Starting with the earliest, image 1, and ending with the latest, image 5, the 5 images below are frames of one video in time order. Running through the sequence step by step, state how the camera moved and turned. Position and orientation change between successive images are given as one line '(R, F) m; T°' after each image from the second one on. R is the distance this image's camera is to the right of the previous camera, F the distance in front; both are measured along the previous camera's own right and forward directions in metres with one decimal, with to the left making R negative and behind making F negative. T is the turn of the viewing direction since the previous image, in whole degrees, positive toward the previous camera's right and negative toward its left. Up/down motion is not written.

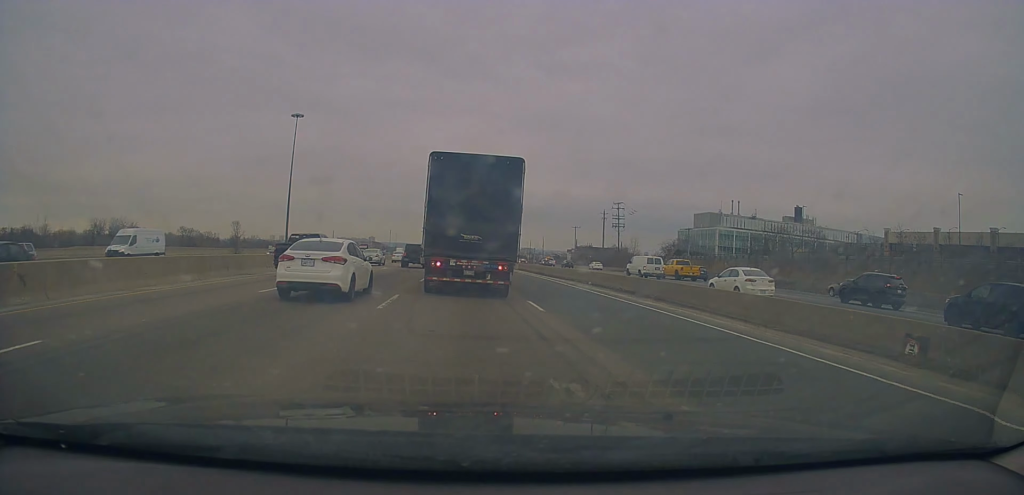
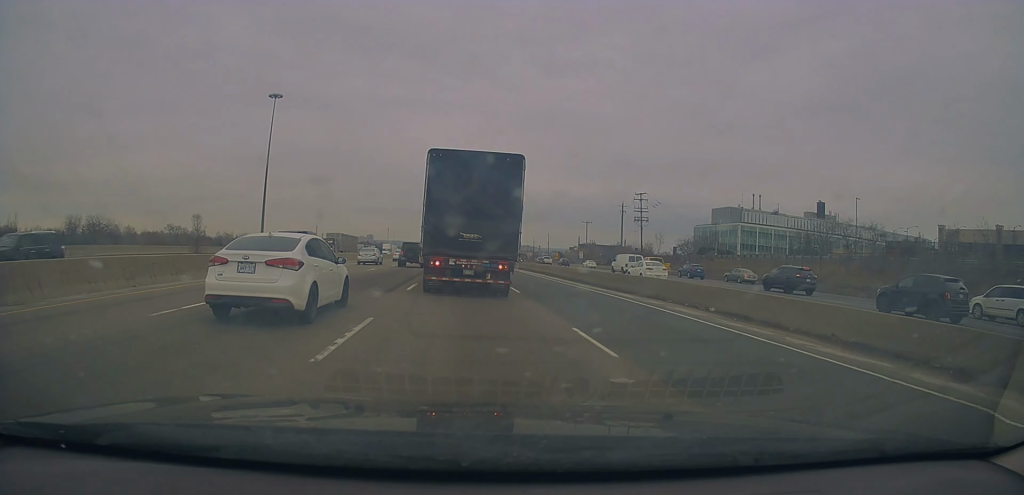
(-0.2, +18.4) m; -1°
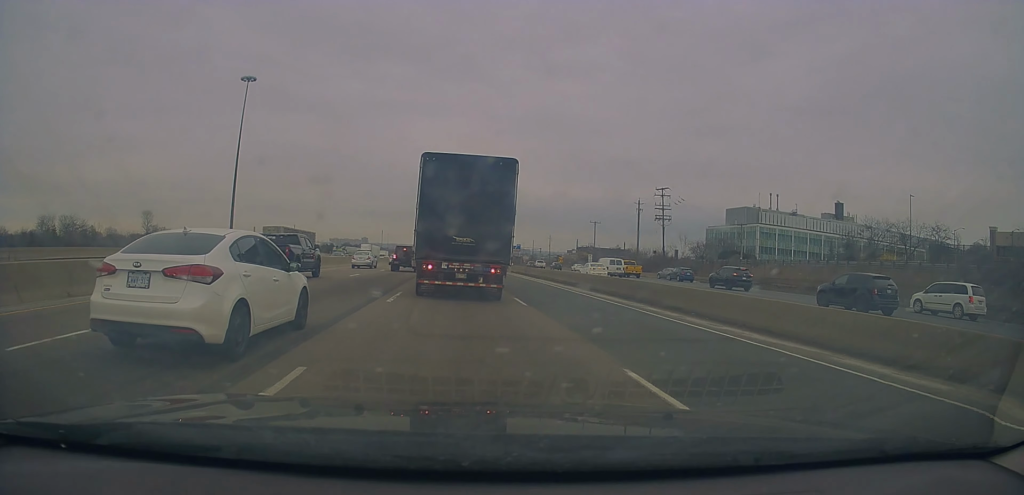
(-0.1, +16.9) m; 0°
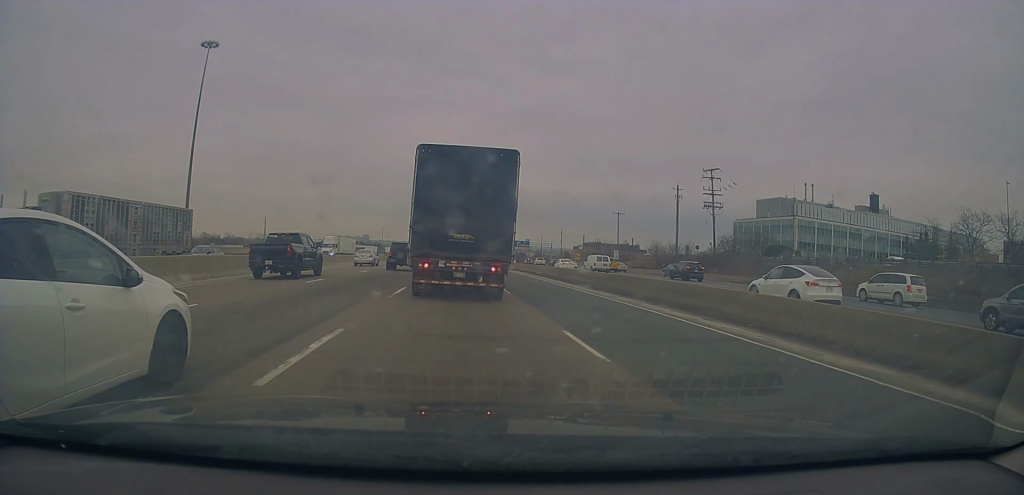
(+0.1, +20.8) m; 0°
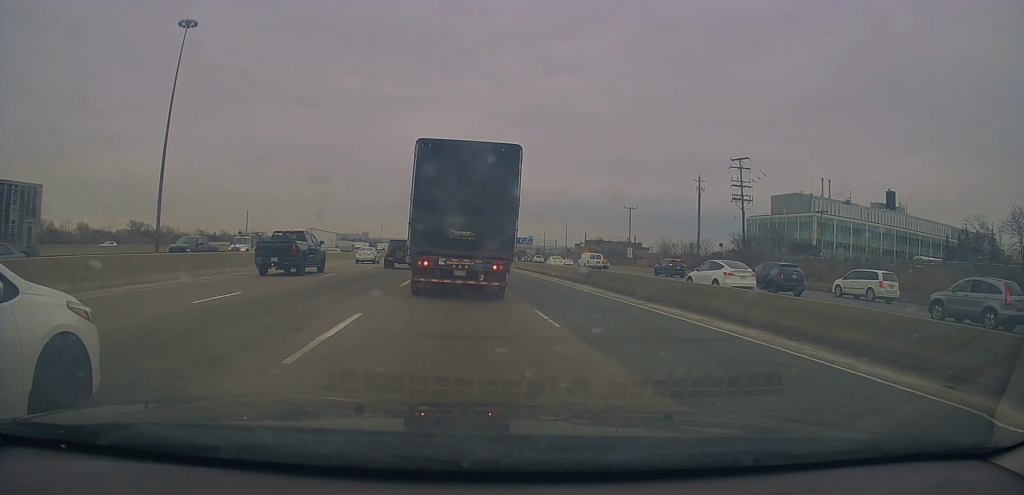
(+0.1, +10.1) m; 0°
